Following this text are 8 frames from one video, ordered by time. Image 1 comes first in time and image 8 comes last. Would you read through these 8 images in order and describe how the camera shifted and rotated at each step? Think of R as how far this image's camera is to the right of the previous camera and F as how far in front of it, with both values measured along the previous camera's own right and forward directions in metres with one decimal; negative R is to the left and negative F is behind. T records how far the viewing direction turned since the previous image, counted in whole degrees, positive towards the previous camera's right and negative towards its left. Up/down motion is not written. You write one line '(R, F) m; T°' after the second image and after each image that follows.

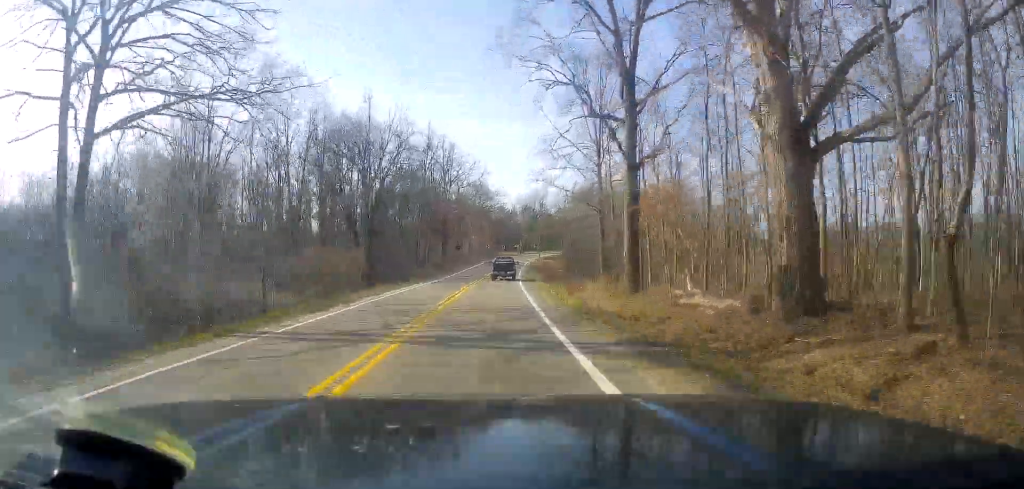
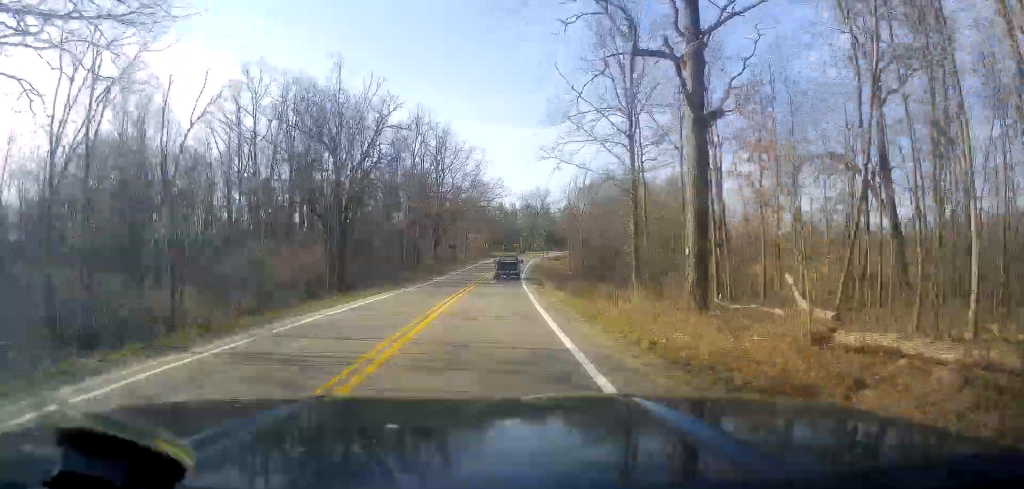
(+0.1, +10.4) m; +1°
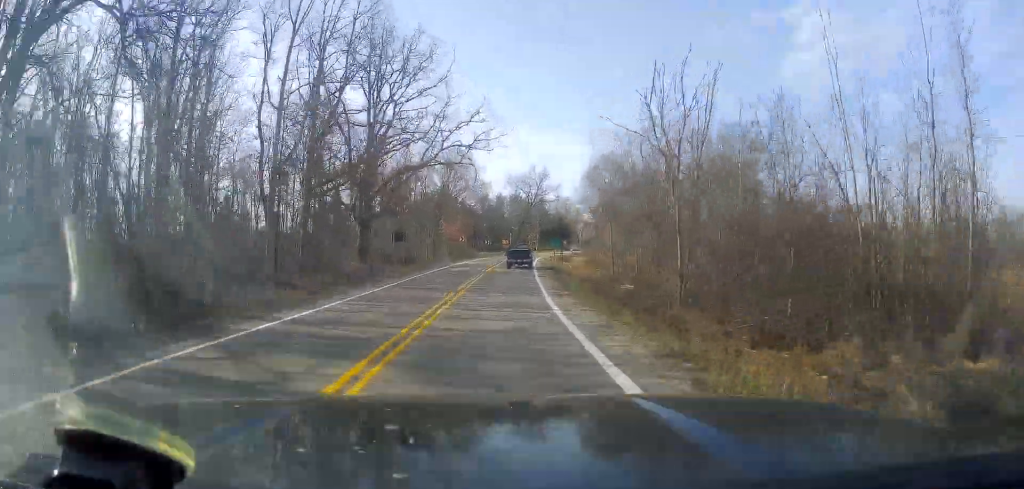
(+0.9, +38.3) m; +2°
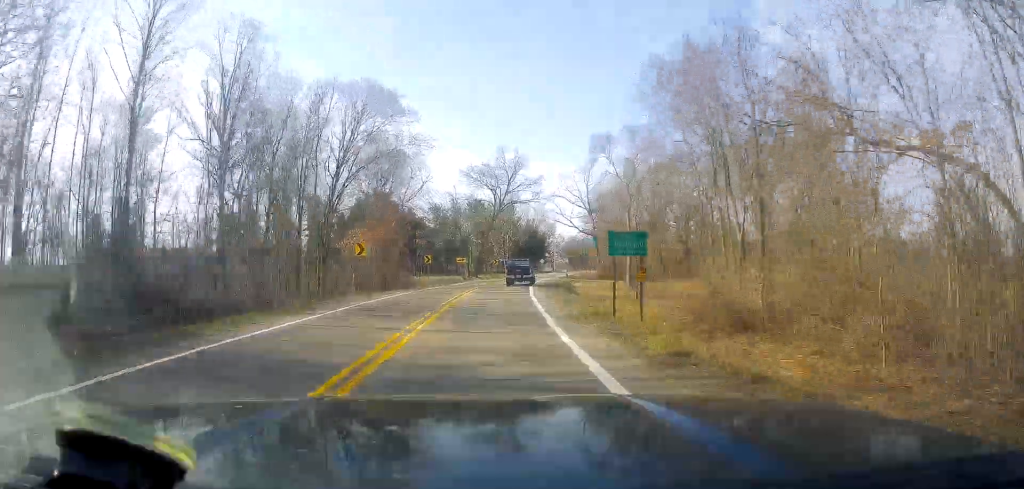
(+0.5, +43.2) m; +3°
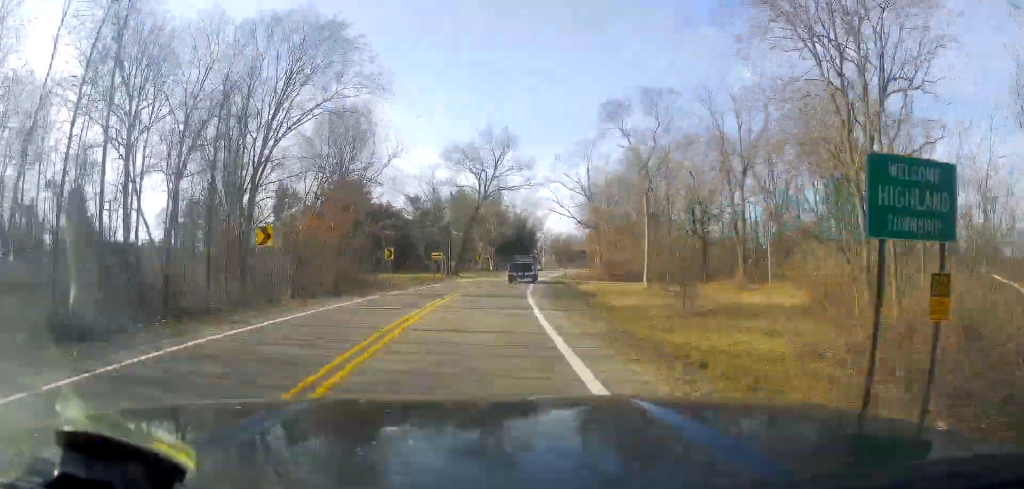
(-0.1, +13.8) m; +2°
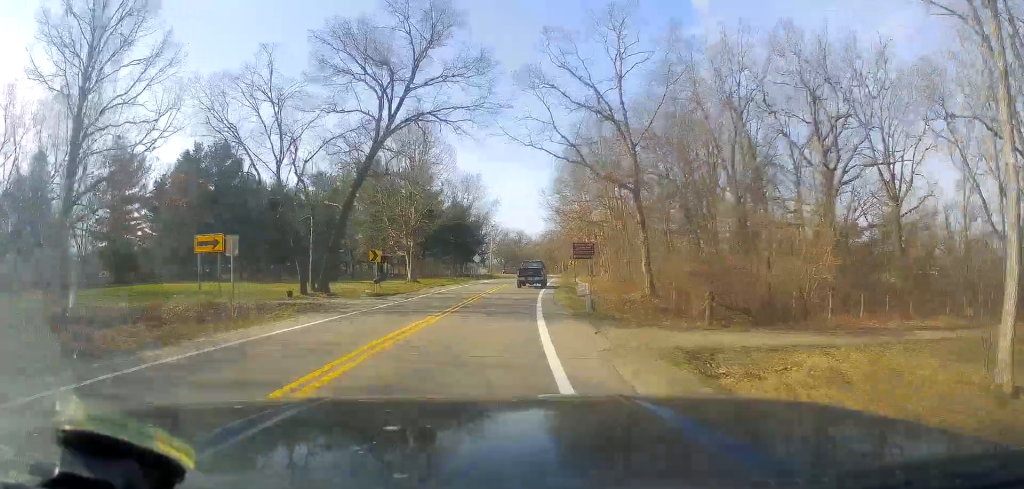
(+2.3, +43.5) m; +7°
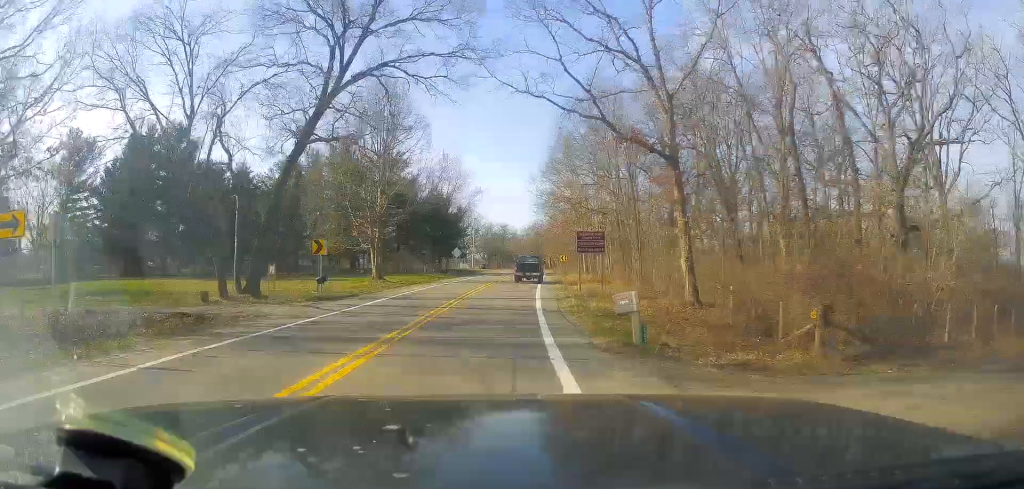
(-0.1, +9.5) m; +2°
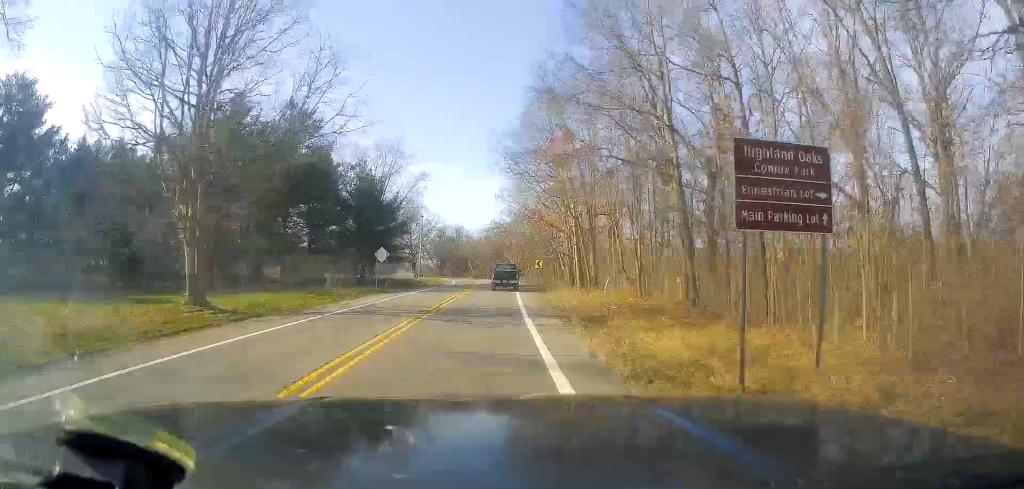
(+1.8, +25.3) m; +4°
